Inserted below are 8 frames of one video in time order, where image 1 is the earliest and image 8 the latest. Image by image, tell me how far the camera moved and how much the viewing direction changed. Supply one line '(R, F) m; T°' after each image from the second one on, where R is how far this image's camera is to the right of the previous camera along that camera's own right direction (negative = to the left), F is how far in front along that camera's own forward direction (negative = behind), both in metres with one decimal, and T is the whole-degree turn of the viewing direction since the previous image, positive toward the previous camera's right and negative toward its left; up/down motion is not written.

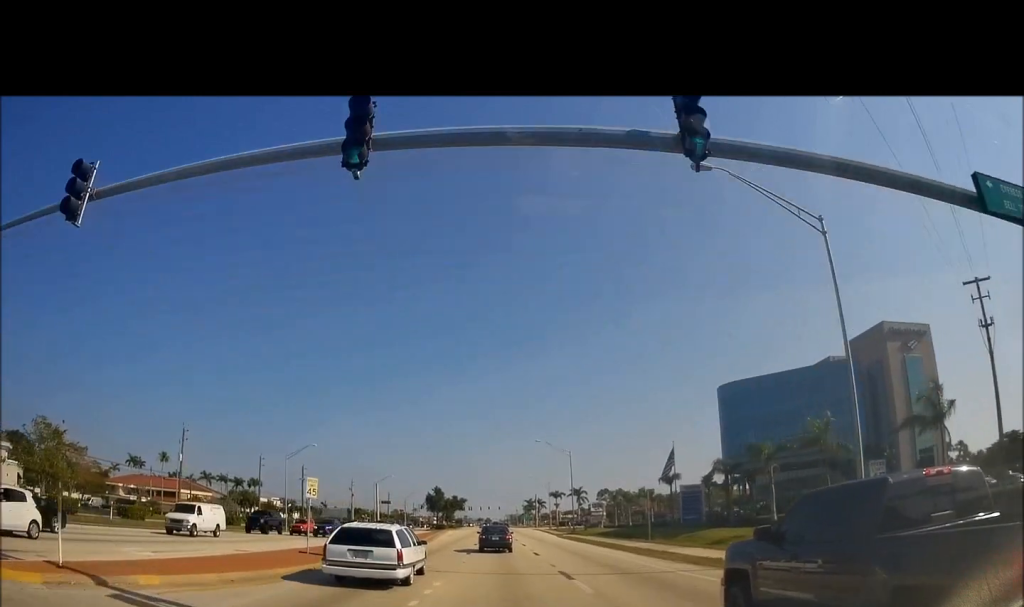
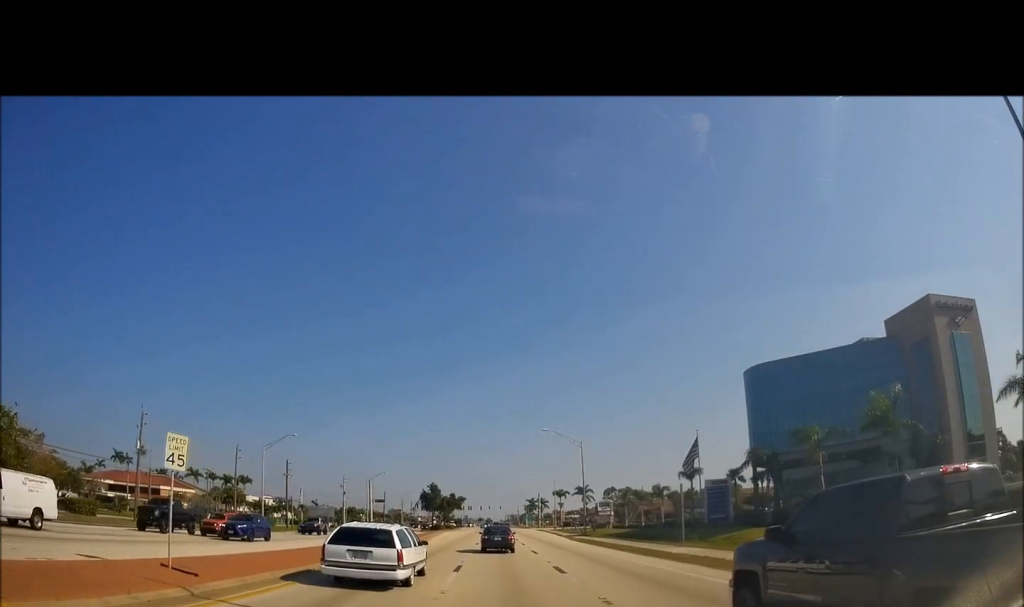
(-0.2, +10.1) m; 0°
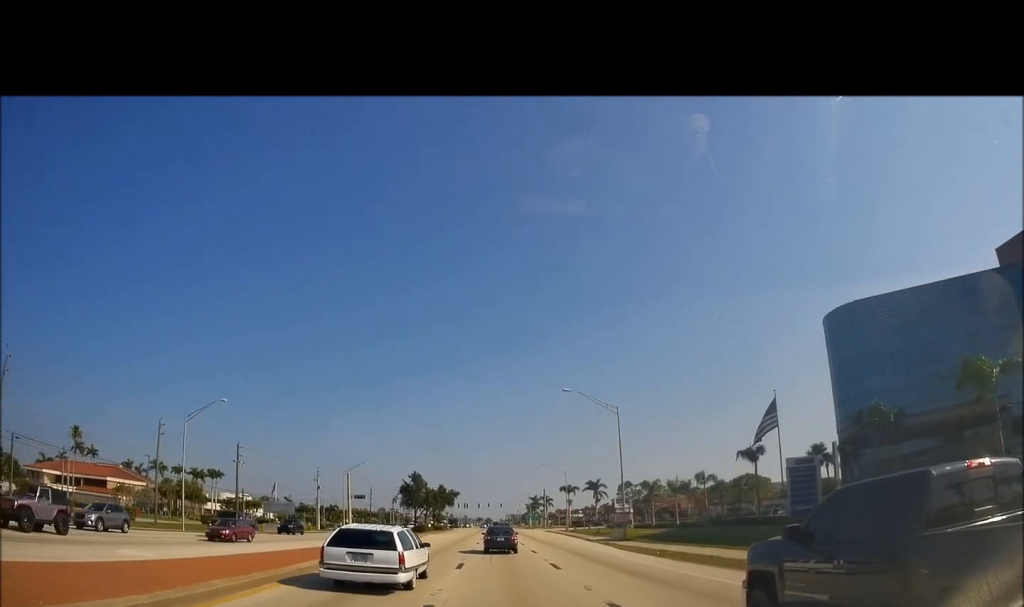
(+0.6, +22.8) m; +1°
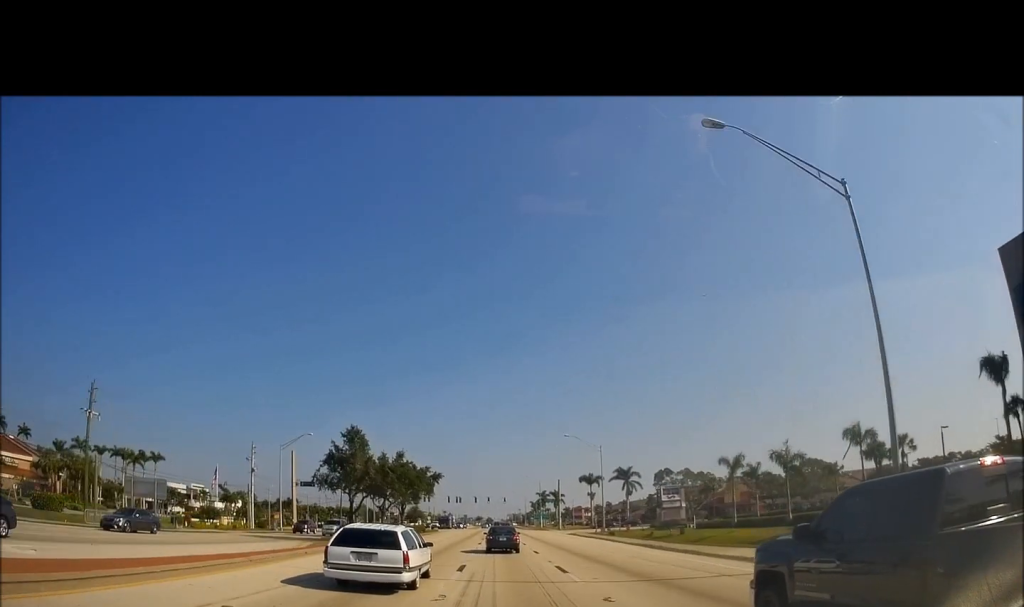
(0.0, +38.0) m; 0°
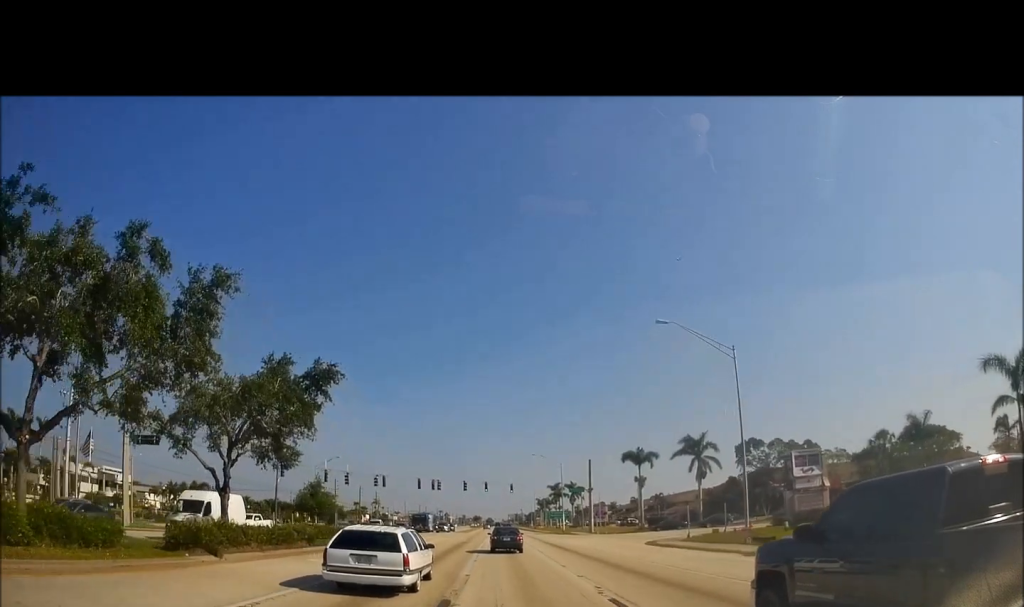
(-0.4, +46.6) m; -1°
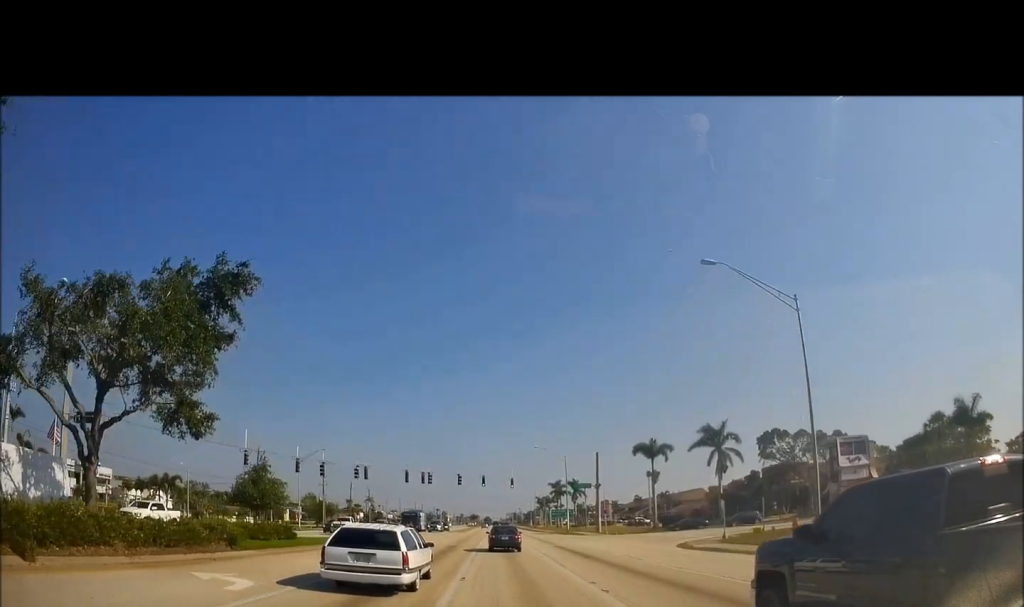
(-0.2, +8.6) m; 0°
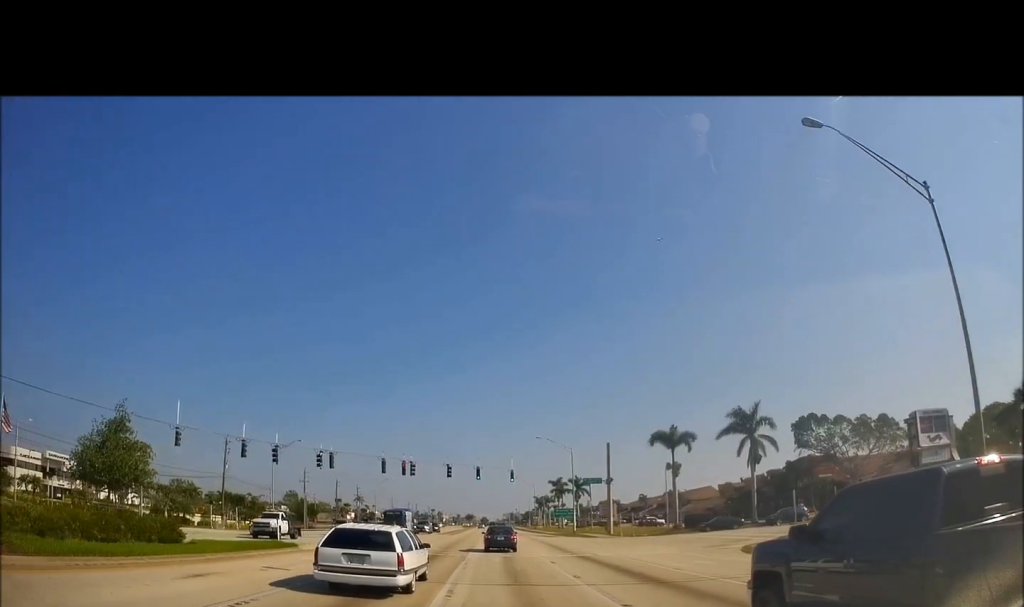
(+0.1, +11.3) m; 0°
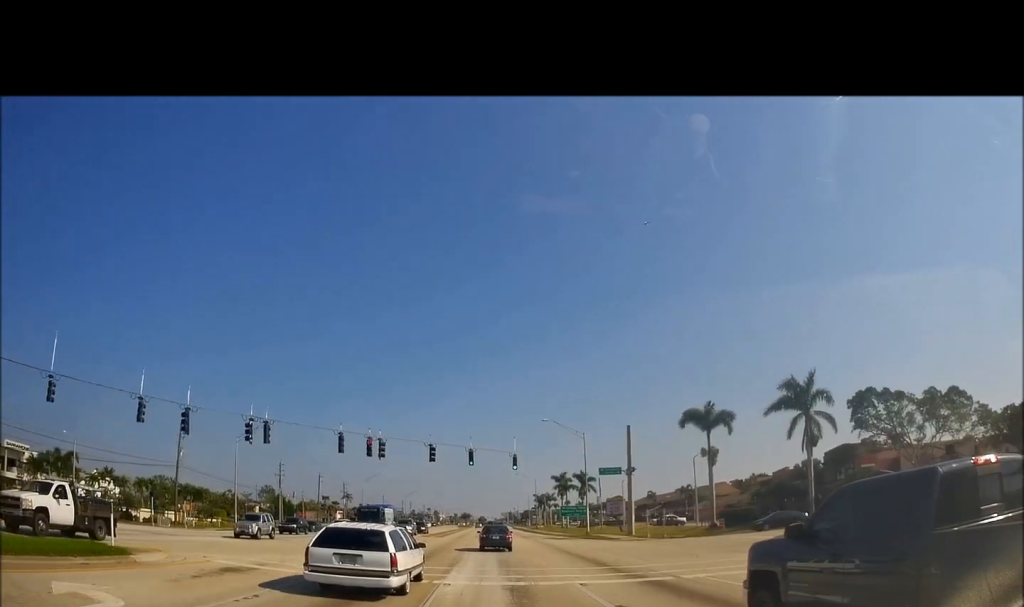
(+0.3, +13.3) m; 0°
